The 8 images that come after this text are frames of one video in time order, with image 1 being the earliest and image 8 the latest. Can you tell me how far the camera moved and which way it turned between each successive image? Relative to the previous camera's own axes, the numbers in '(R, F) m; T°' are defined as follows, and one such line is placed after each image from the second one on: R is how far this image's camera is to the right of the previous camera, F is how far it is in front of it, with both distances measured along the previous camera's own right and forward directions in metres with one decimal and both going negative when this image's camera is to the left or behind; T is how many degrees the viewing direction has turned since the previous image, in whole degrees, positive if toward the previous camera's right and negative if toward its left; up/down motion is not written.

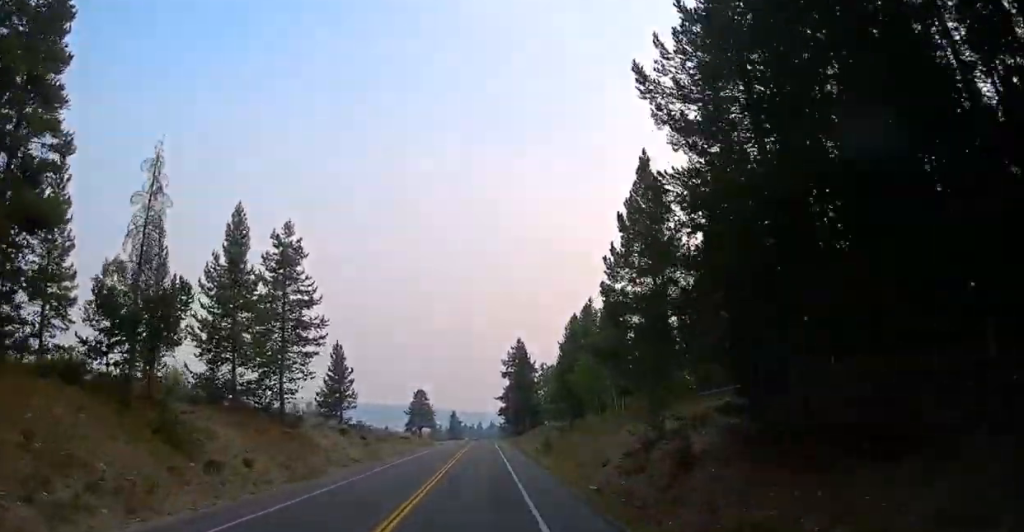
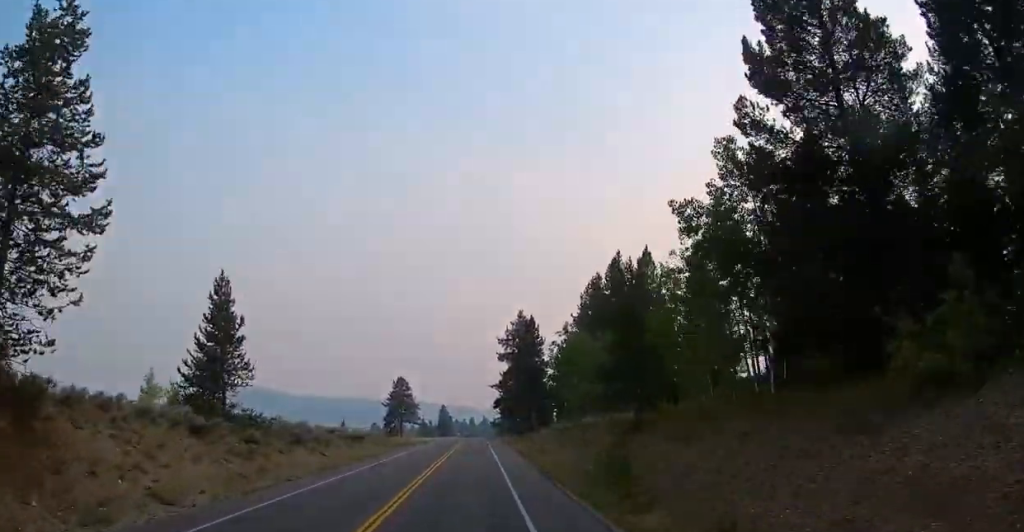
(+0.6, +28.3) m; +4°
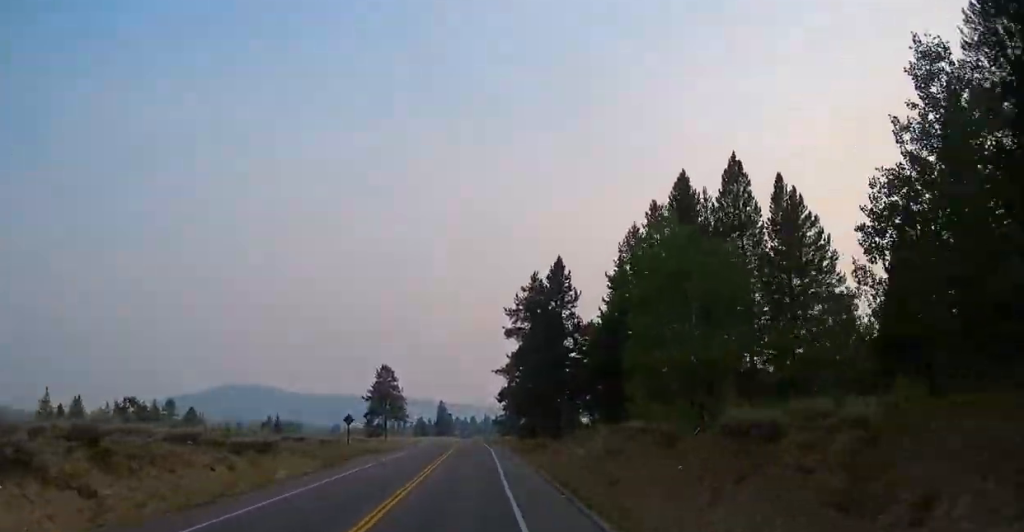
(+0.9, +29.4) m; +1°
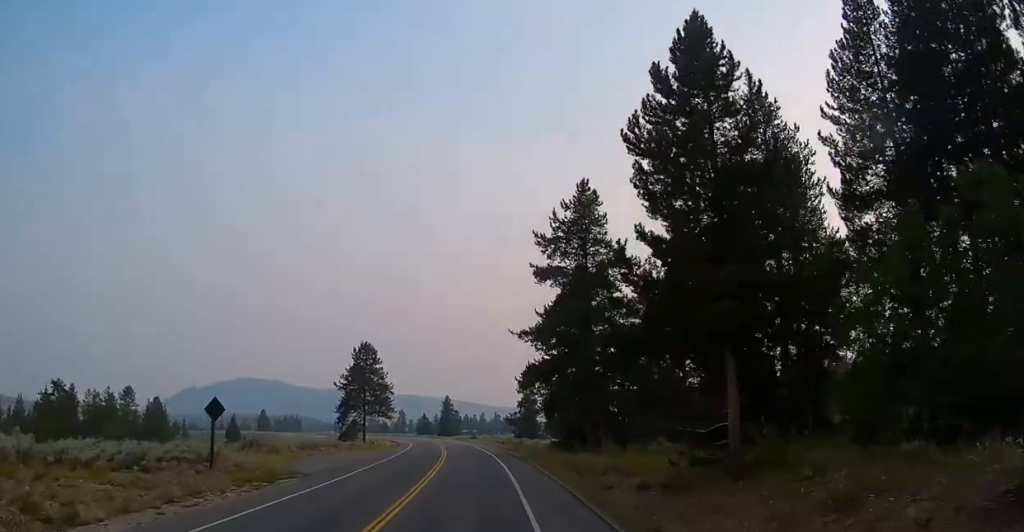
(+0.7, +27.8) m; +4°
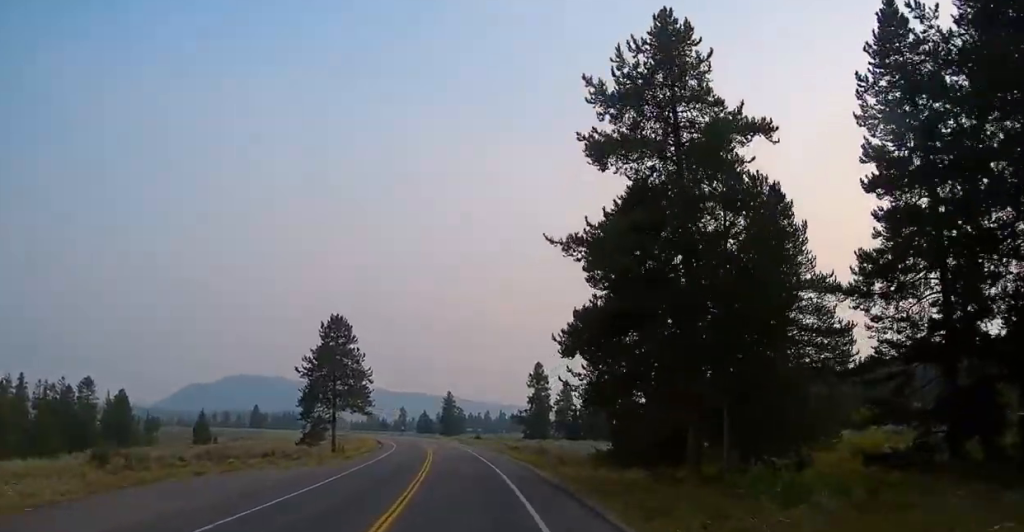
(+0.3, +18.5) m; -2°
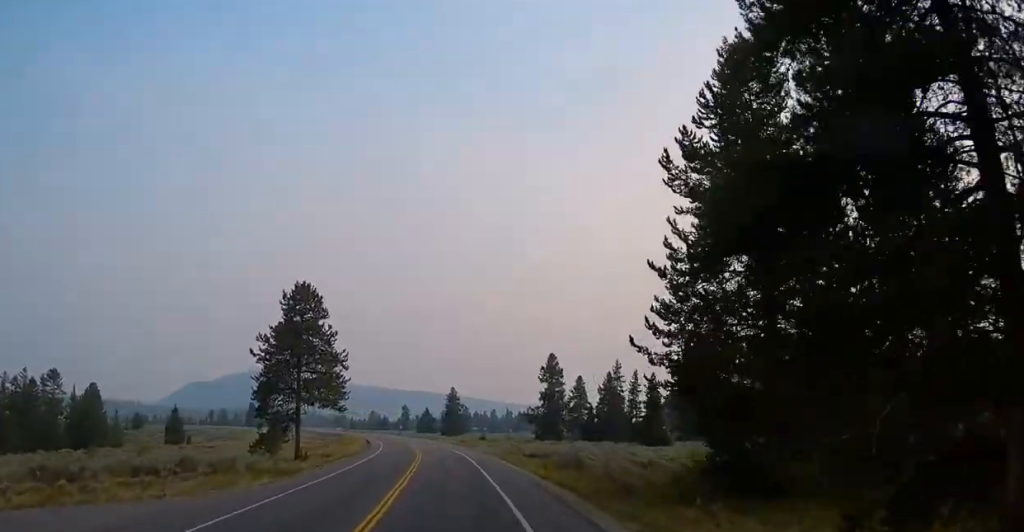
(-1.2, +16.4) m; -4°
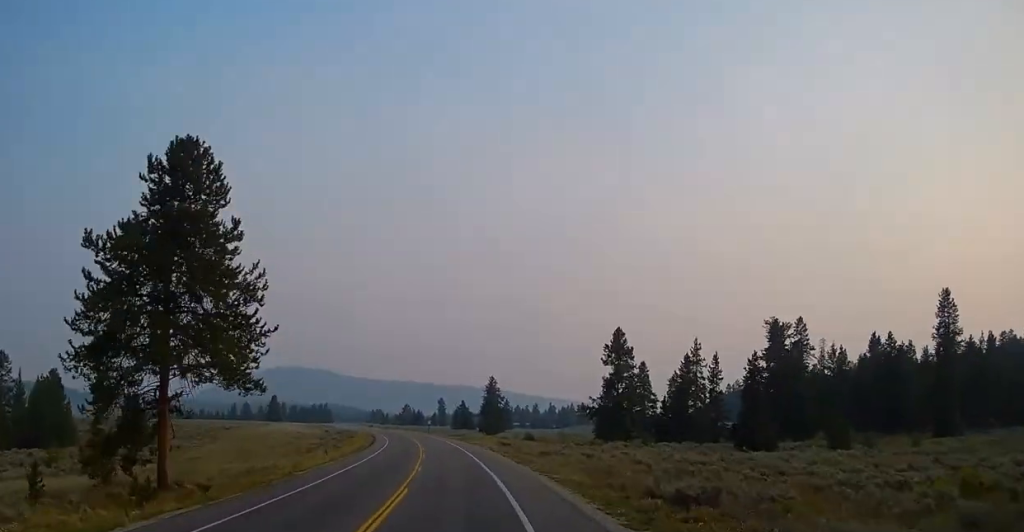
(-0.3, +31.0) m; -3°
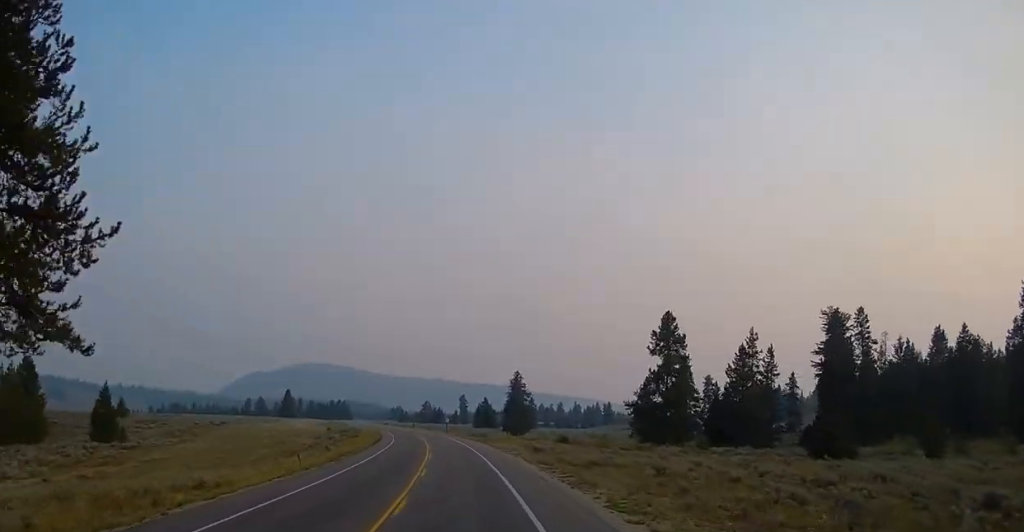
(0.0, +15.1) m; -2°
